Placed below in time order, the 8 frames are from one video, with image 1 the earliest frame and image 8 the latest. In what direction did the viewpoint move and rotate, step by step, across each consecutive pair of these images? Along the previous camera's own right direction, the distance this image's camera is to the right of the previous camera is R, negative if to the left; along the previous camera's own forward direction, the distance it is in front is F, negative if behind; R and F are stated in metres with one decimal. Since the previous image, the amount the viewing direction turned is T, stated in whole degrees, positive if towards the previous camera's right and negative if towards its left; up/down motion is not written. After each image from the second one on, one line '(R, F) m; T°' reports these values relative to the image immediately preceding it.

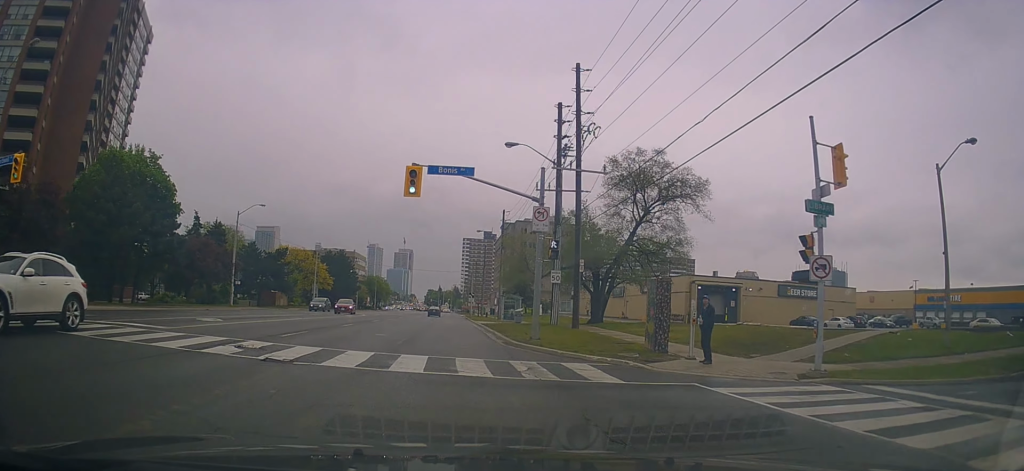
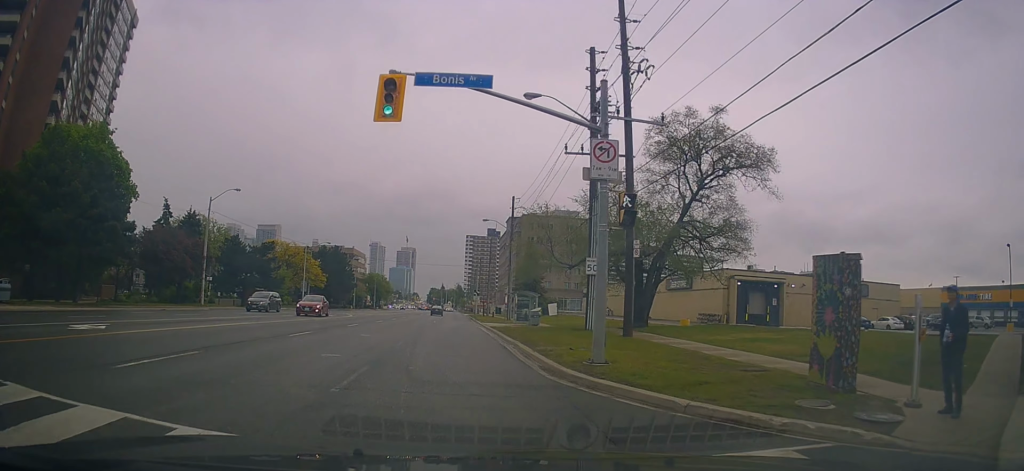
(+0.4, +7.9) m; +4°
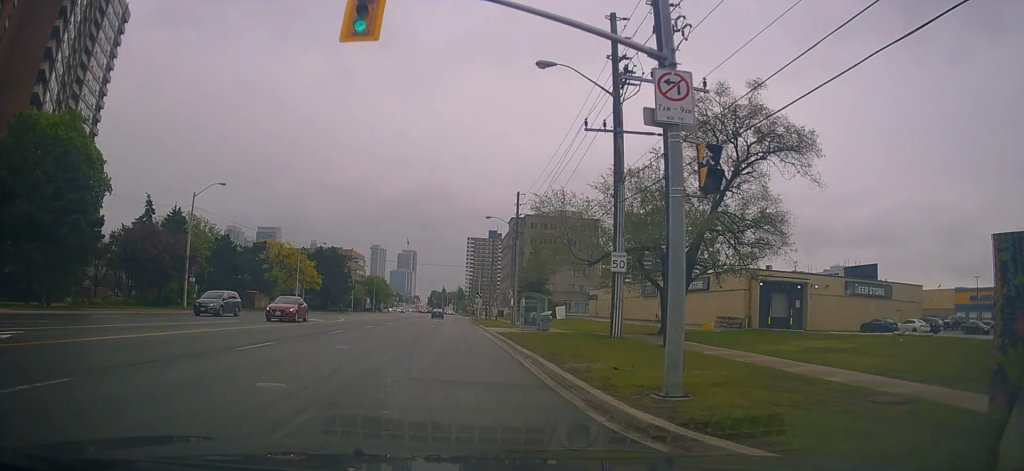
(0.0, +3.7) m; 0°
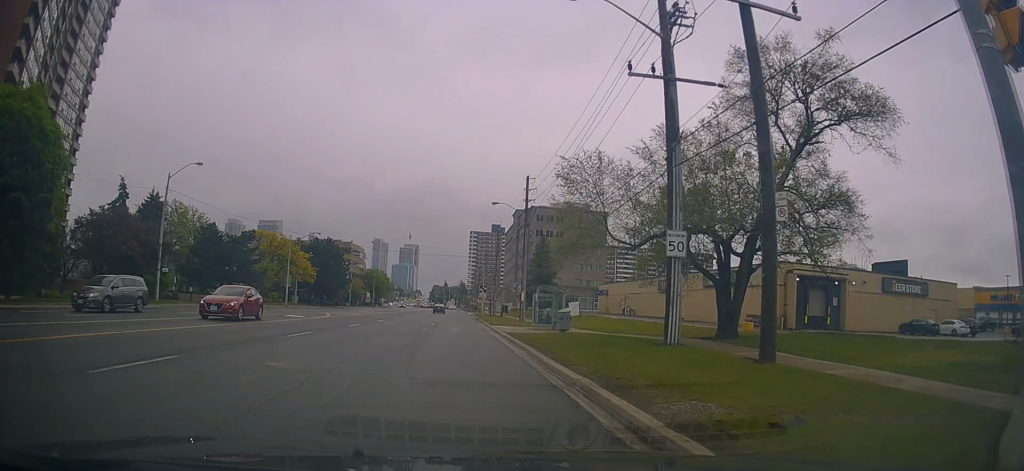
(+0.1, +5.0) m; -1°
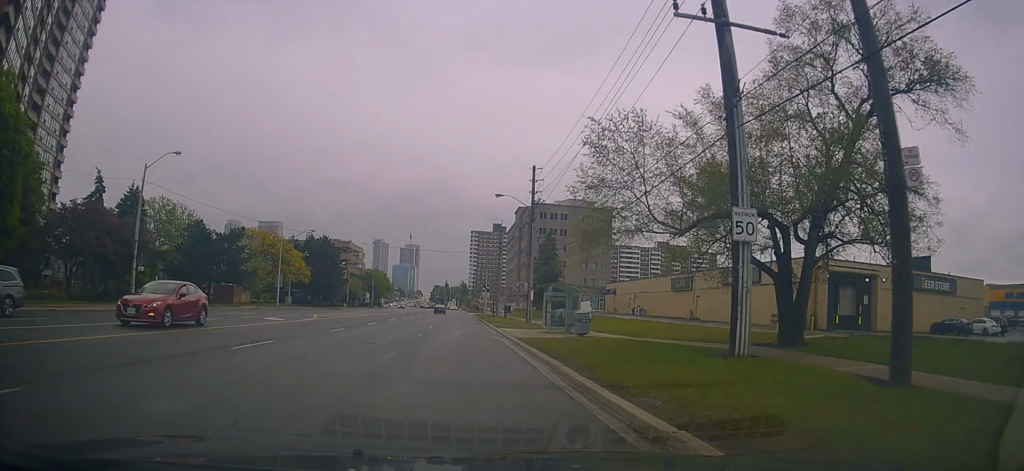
(-0.1, +4.1) m; 0°
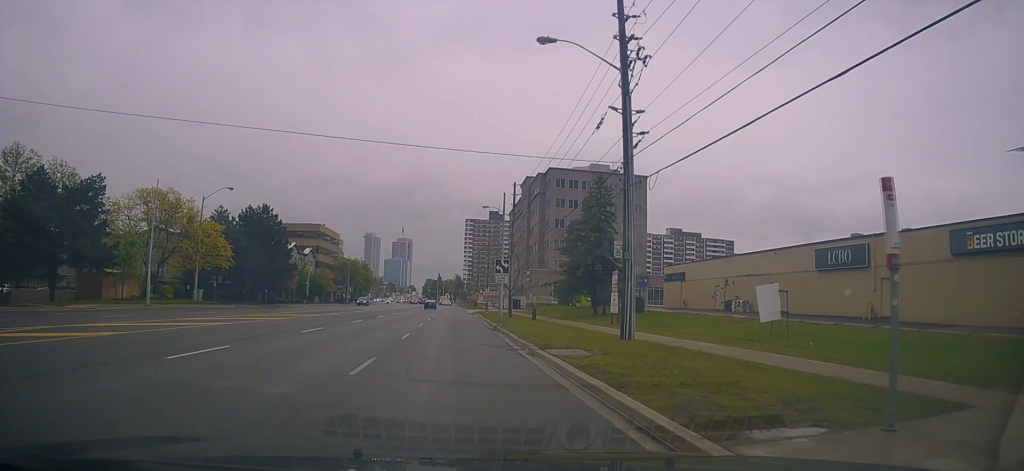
(-0.1, +28.8) m; -2°
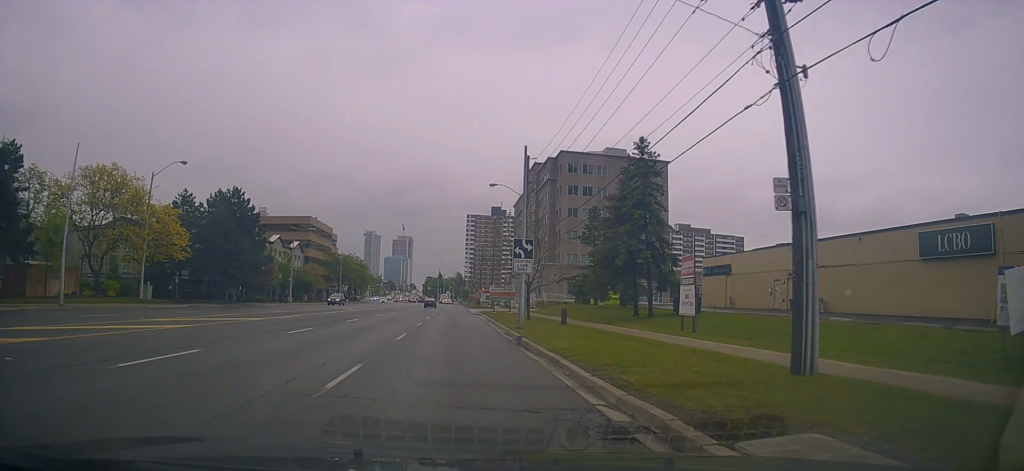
(+0.1, +10.9) m; +1°
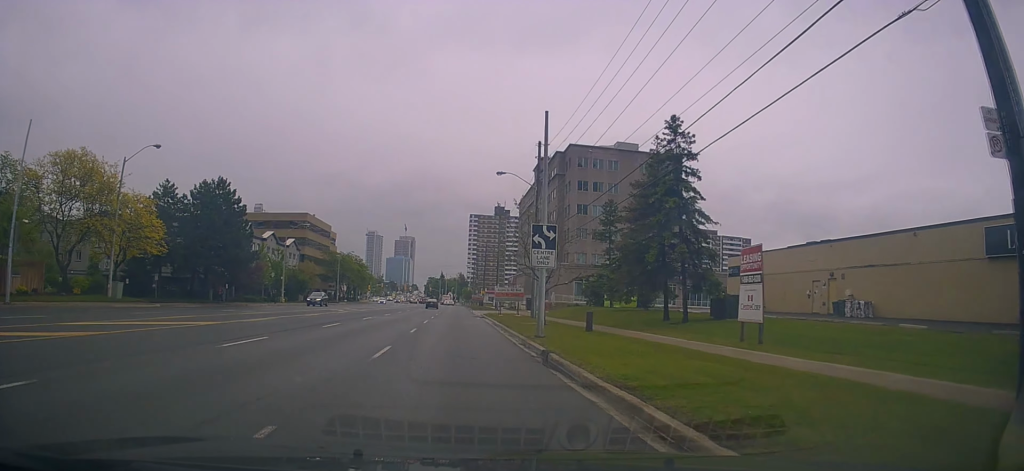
(0.0, +5.0) m; +1°
